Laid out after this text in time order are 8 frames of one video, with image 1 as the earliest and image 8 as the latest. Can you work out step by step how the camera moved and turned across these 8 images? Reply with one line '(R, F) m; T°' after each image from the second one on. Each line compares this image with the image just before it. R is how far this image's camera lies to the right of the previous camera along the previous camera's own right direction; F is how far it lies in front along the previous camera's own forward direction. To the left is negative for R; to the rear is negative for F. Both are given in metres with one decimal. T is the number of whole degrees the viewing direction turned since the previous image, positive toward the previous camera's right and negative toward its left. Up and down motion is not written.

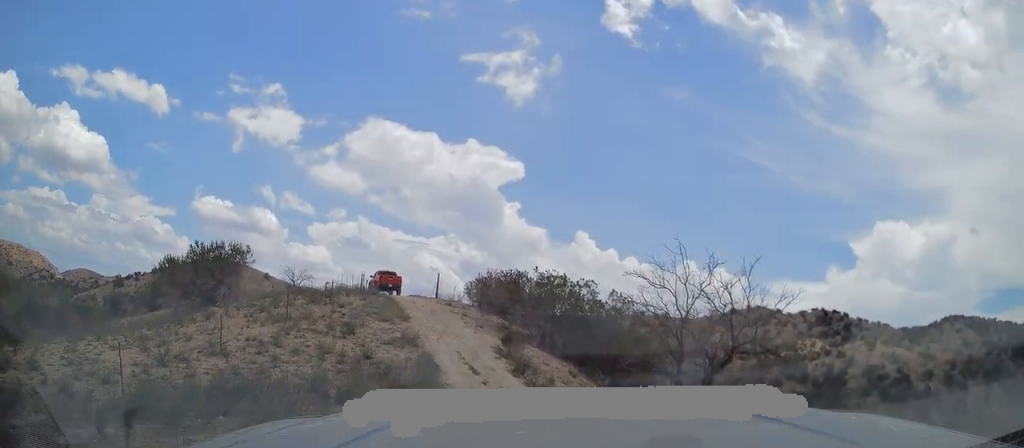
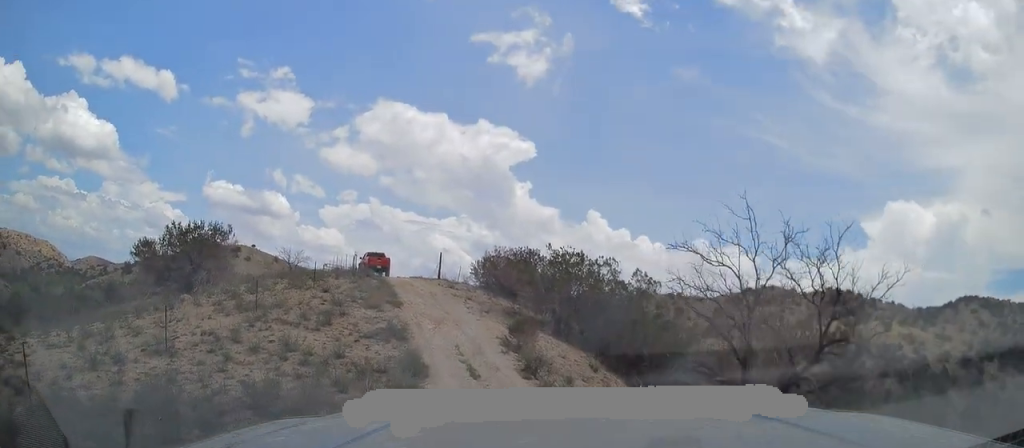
(0.0, +3.9) m; 0°
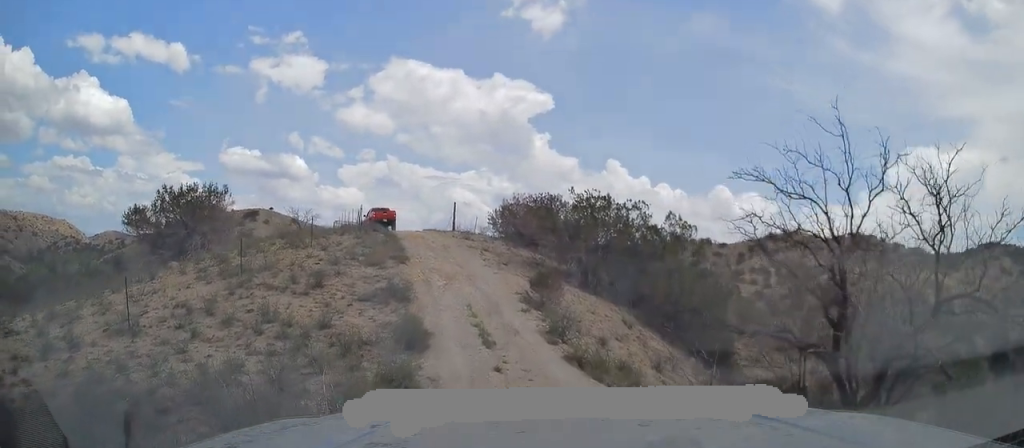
(0.0, +2.9) m; +1°
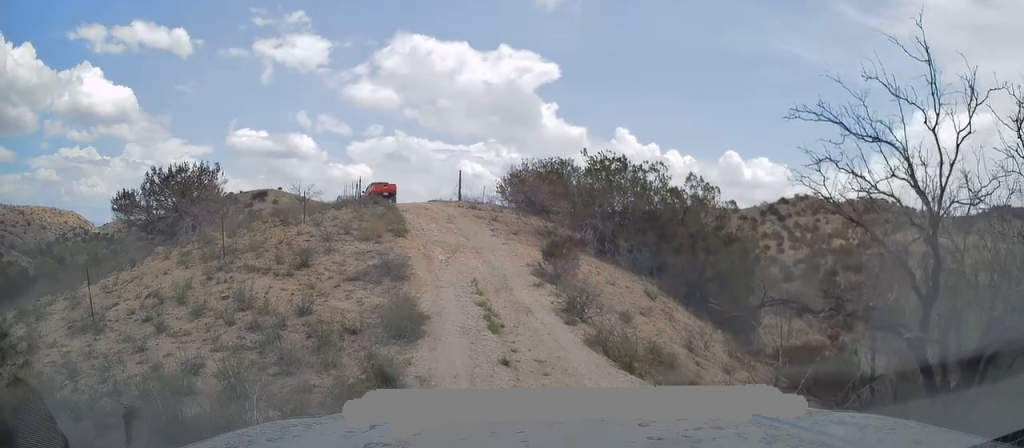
(0.0, +2.0) m; -1°
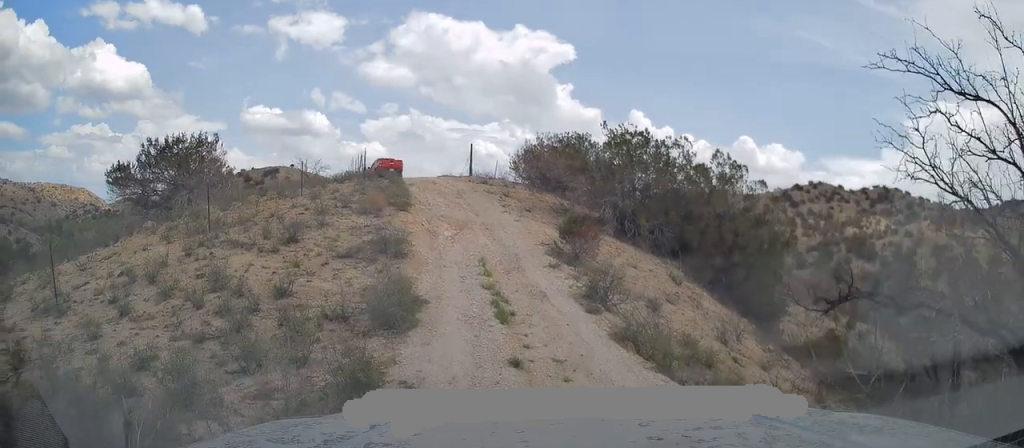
(0.0, +1.7) m; -1°
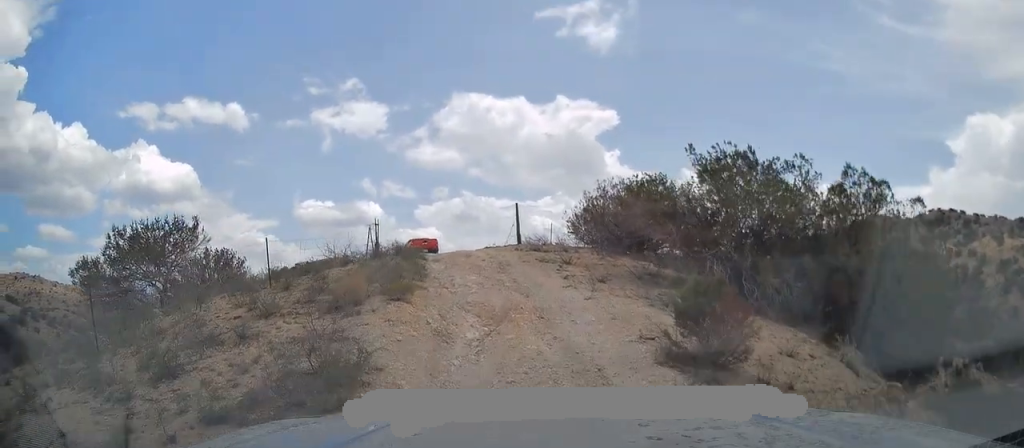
(-0.3, +7.1) m; -6°
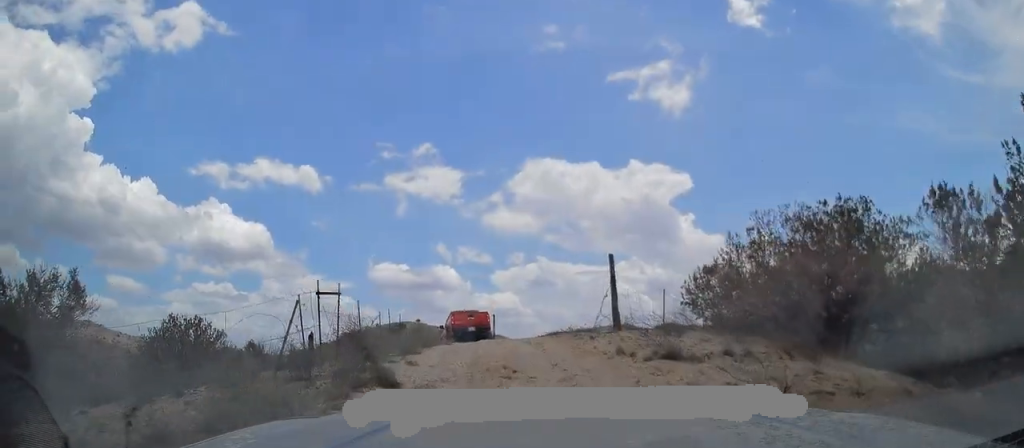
(-0.9, +10.3) m; -10°
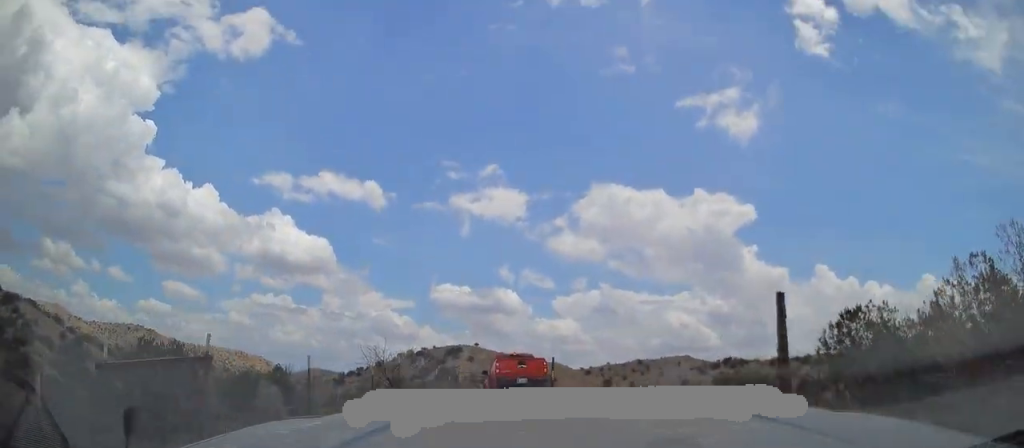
(-0.1, +6.5) m; 0°
